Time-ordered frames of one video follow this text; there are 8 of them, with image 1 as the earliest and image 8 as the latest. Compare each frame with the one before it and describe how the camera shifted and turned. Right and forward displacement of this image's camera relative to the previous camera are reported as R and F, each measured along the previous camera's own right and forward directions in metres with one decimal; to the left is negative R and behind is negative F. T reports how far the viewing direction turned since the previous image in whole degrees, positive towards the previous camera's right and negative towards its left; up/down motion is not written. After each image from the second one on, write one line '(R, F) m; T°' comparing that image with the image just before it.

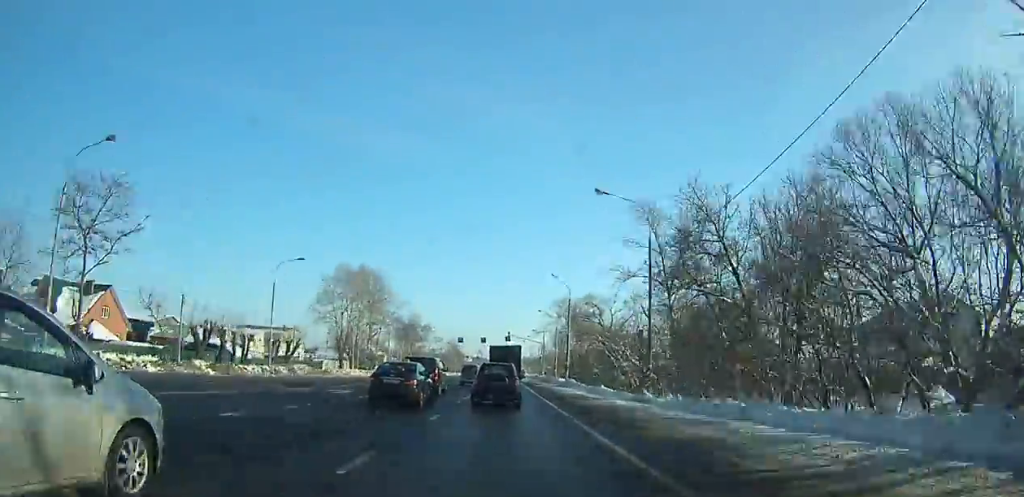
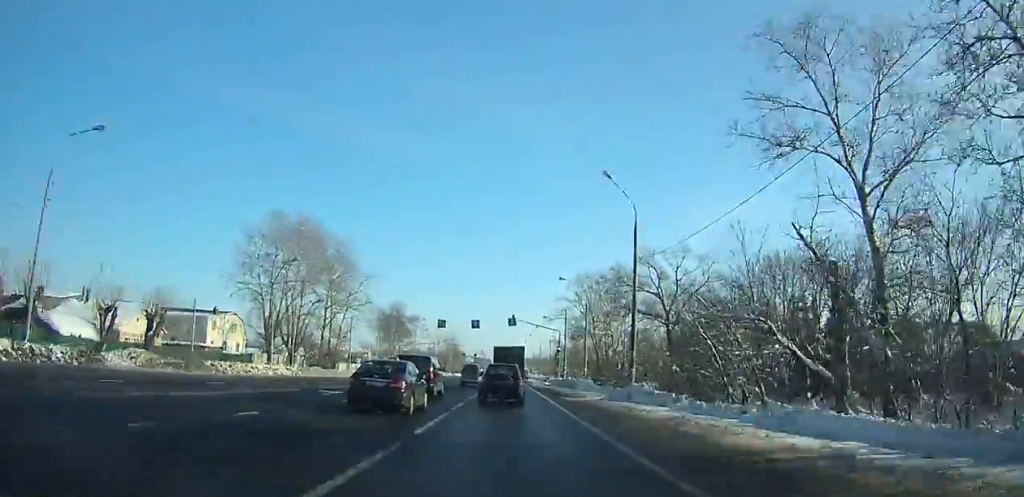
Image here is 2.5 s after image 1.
(0.0, +30.3) m; 0°
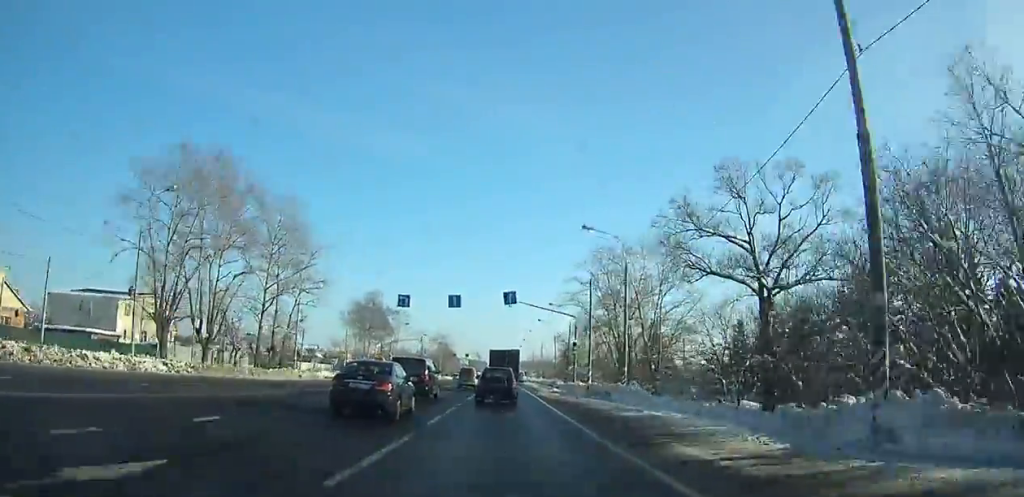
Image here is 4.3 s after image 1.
(-0.1, +21.7) m; -1°
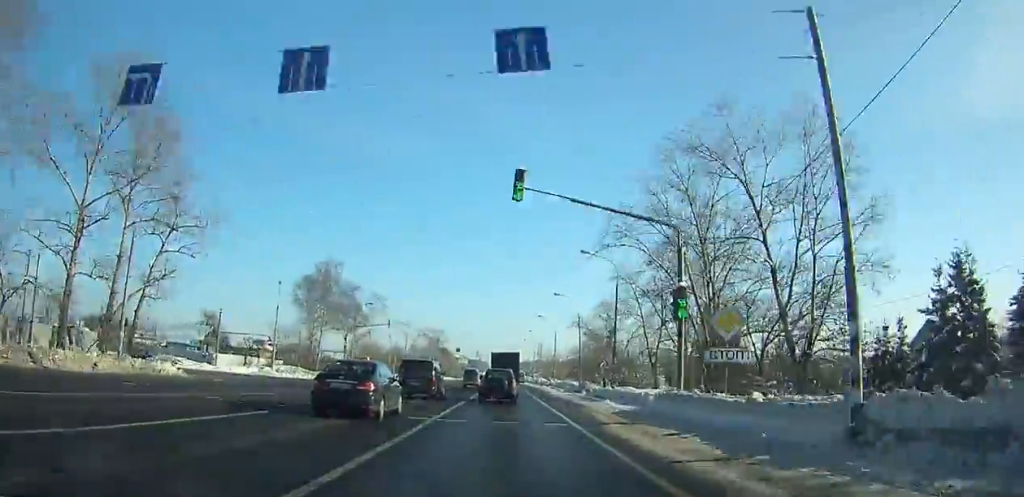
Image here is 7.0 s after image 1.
(-0.3, +33.0) m; -1°
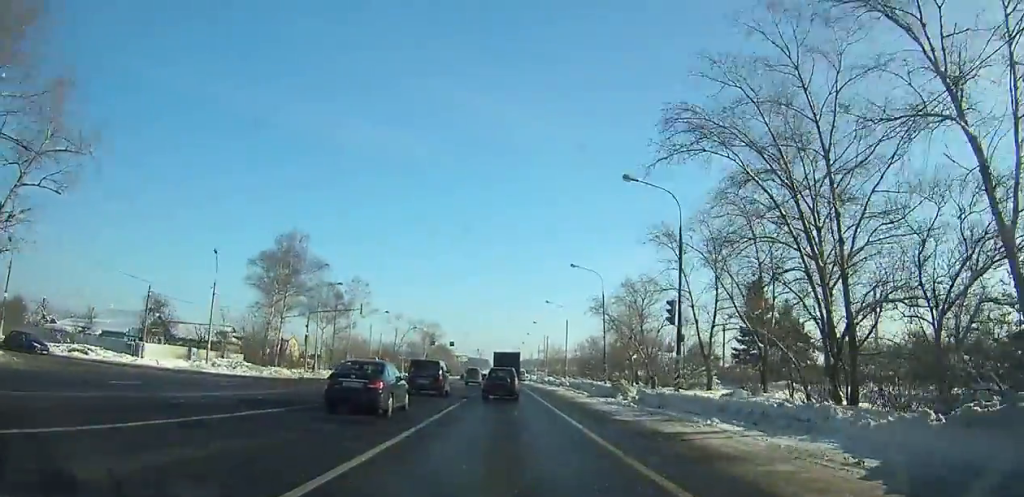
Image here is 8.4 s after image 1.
(-0.1, +17.3) m; 0°
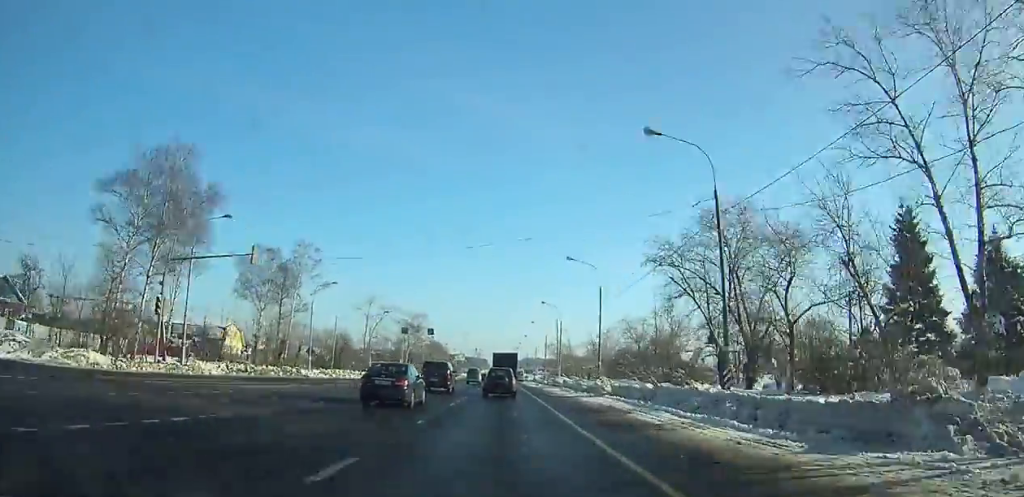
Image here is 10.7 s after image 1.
(+0.1, +29.8) m; 0°
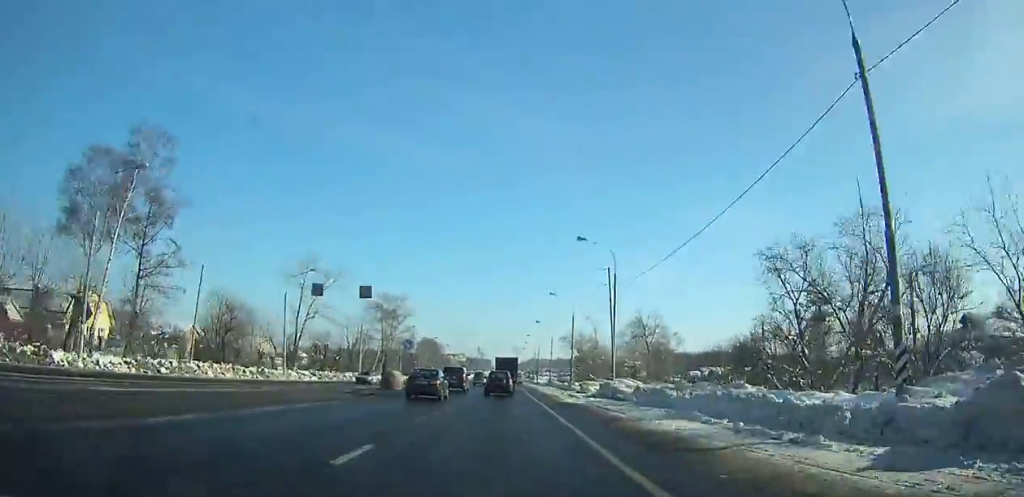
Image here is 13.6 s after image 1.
(-0.2, +39.6) m; 0°
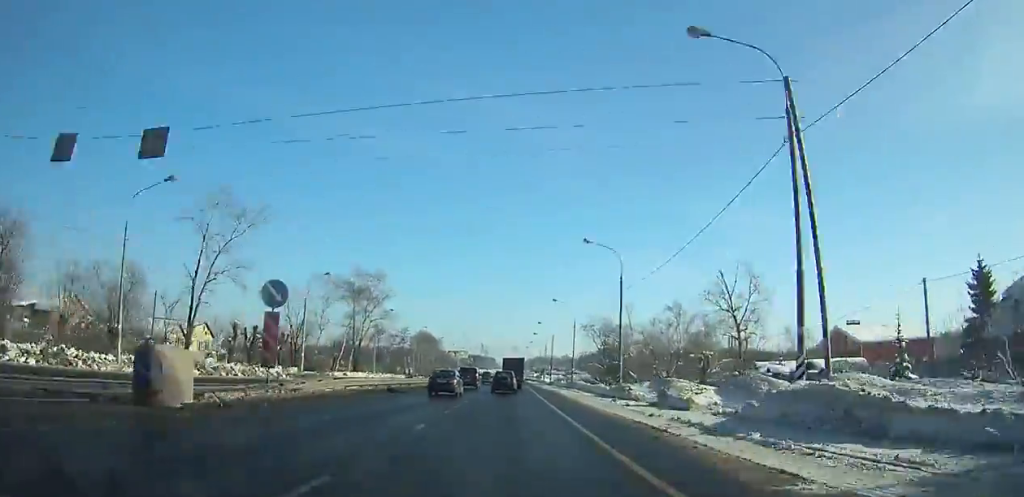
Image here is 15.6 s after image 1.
(-0.1, +28.9) m; 0°
